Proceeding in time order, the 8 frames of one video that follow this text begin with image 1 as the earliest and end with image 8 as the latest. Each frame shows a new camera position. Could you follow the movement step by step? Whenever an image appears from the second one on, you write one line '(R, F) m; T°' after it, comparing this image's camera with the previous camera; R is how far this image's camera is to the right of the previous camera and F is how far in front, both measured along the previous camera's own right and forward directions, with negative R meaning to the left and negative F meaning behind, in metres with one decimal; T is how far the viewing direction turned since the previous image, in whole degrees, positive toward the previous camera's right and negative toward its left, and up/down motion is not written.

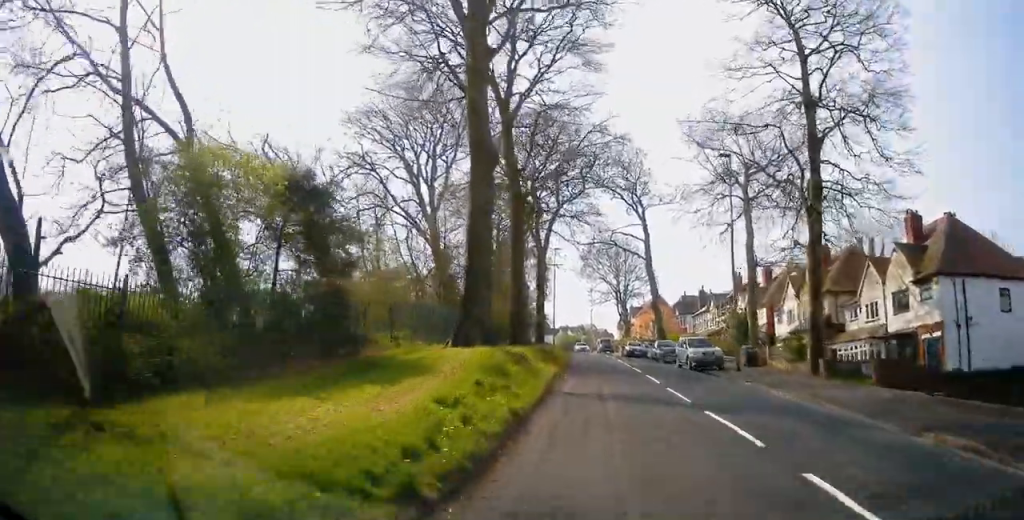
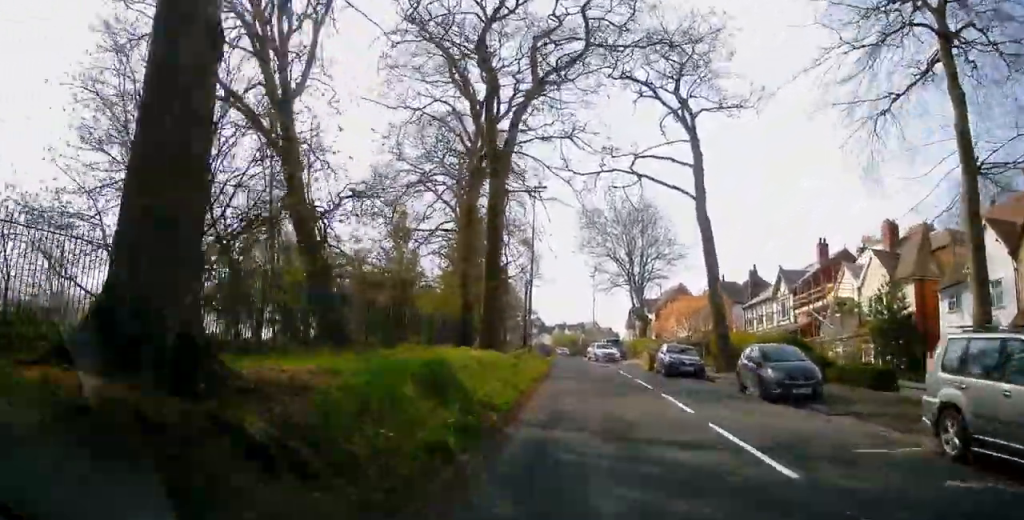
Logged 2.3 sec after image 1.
(+0.2, +36.2) m; 0°
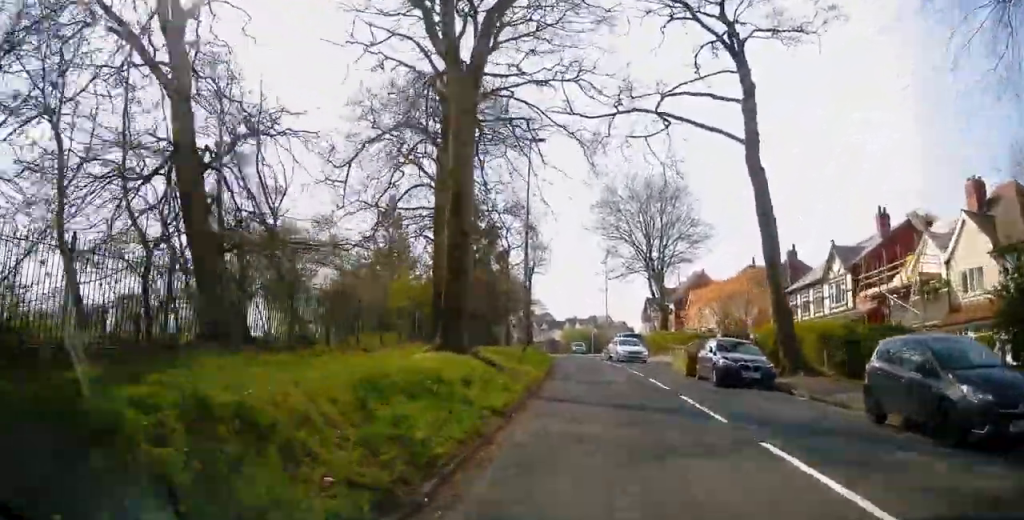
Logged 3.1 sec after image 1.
(0.0, +9.7) m; -1°
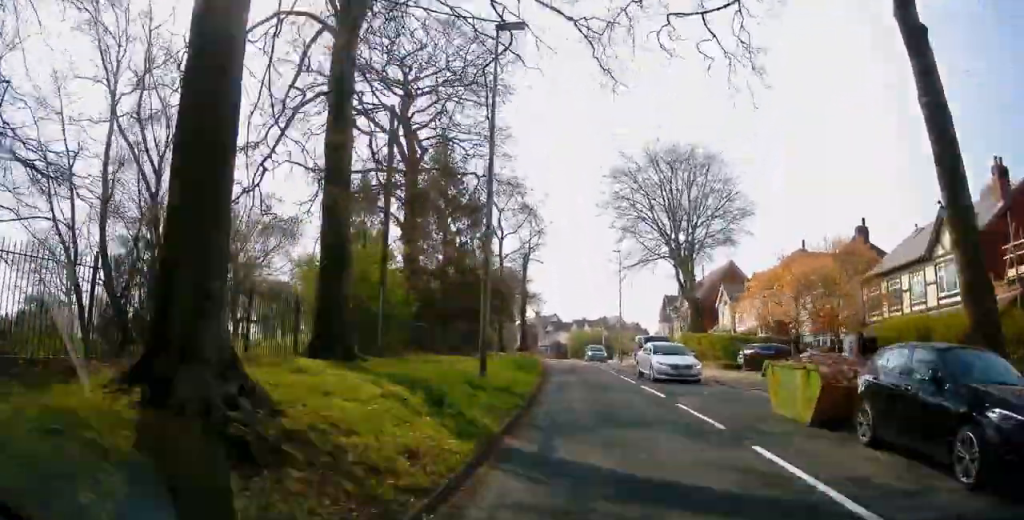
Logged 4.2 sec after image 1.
(-0.2, +12.6) m; -1°
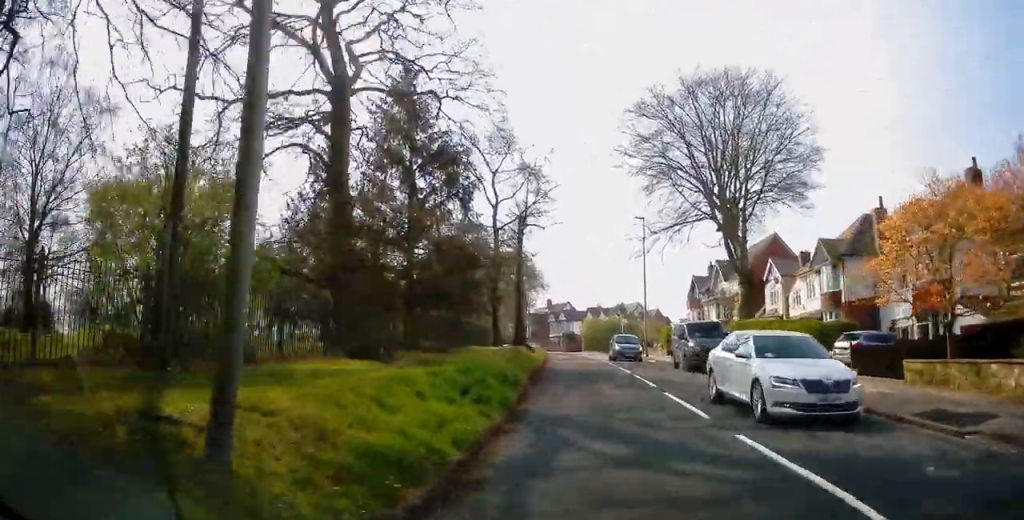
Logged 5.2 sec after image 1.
(0.0, +11.1) m; -1°
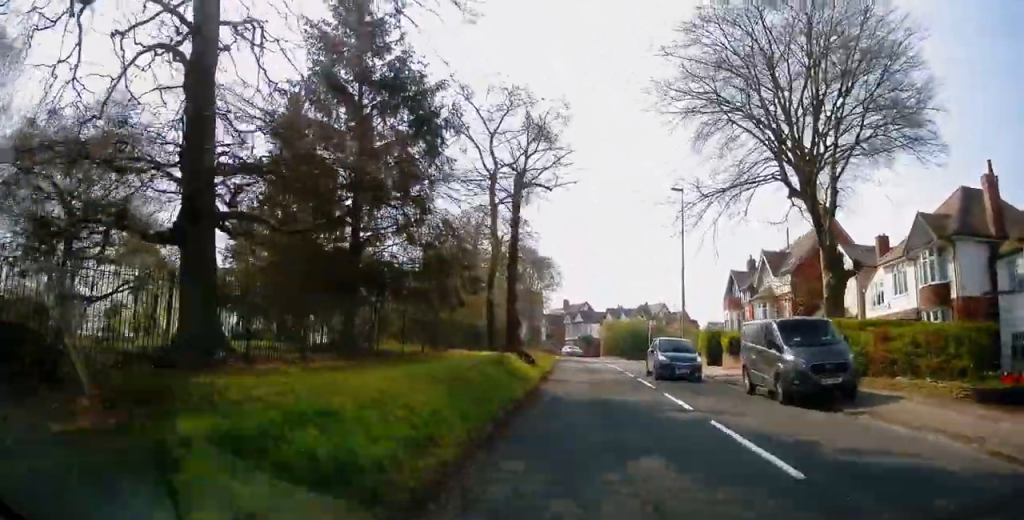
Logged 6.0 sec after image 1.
(-0.1, +9.4) m; -1°
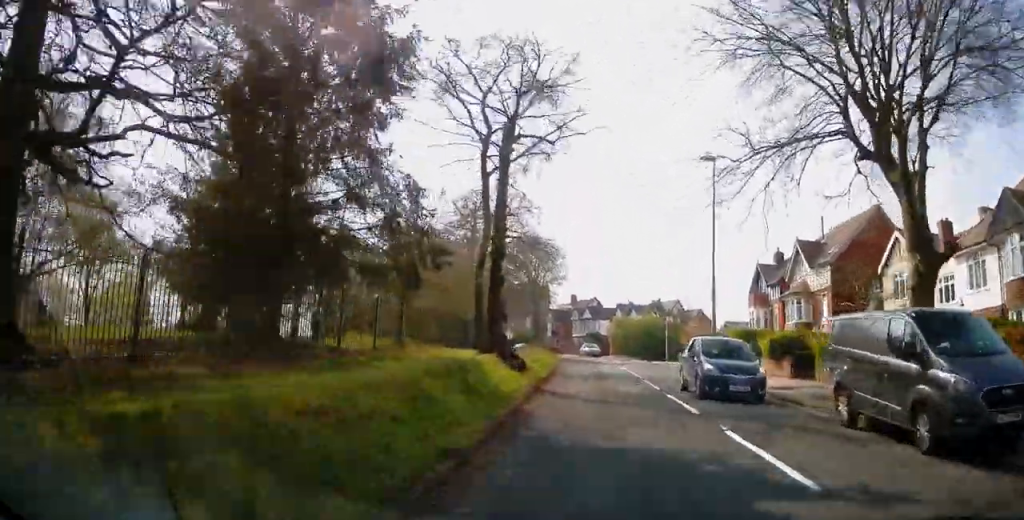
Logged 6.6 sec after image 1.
(-0.1, +6.4) m; -1°
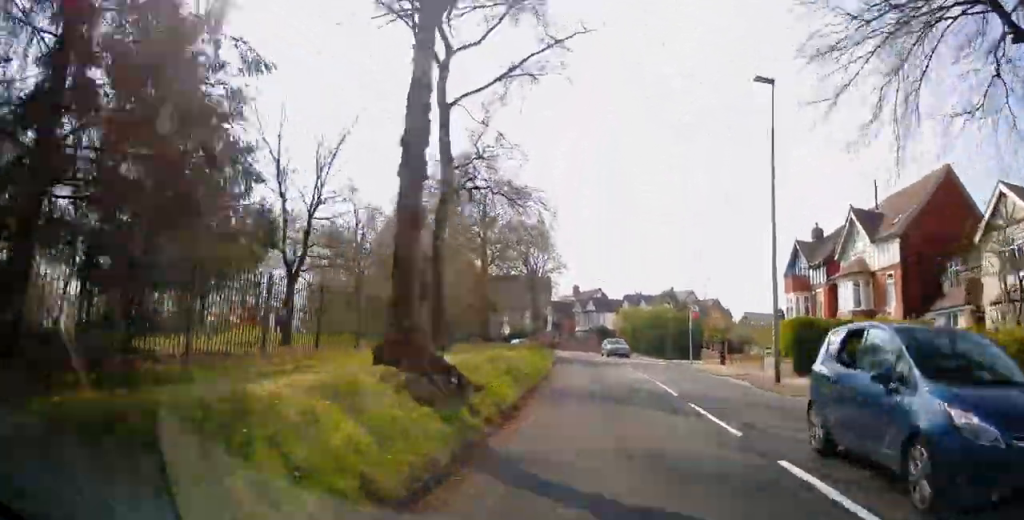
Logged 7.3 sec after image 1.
(-0.1, +8.7) m; 0°
